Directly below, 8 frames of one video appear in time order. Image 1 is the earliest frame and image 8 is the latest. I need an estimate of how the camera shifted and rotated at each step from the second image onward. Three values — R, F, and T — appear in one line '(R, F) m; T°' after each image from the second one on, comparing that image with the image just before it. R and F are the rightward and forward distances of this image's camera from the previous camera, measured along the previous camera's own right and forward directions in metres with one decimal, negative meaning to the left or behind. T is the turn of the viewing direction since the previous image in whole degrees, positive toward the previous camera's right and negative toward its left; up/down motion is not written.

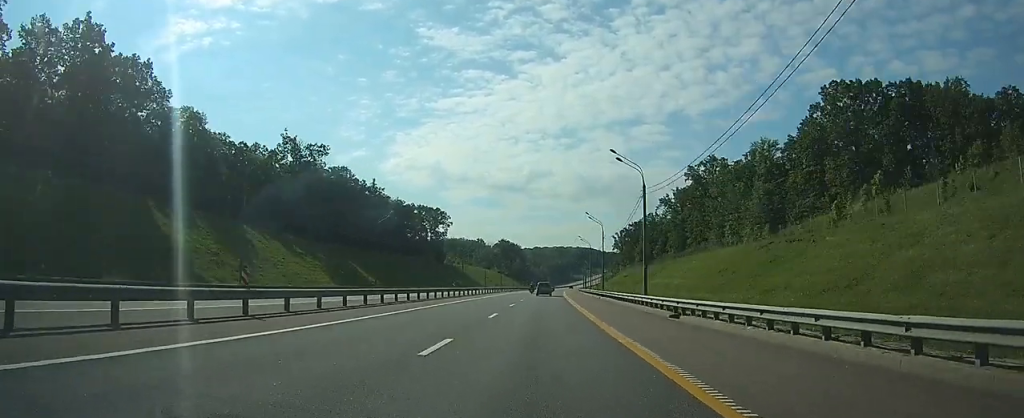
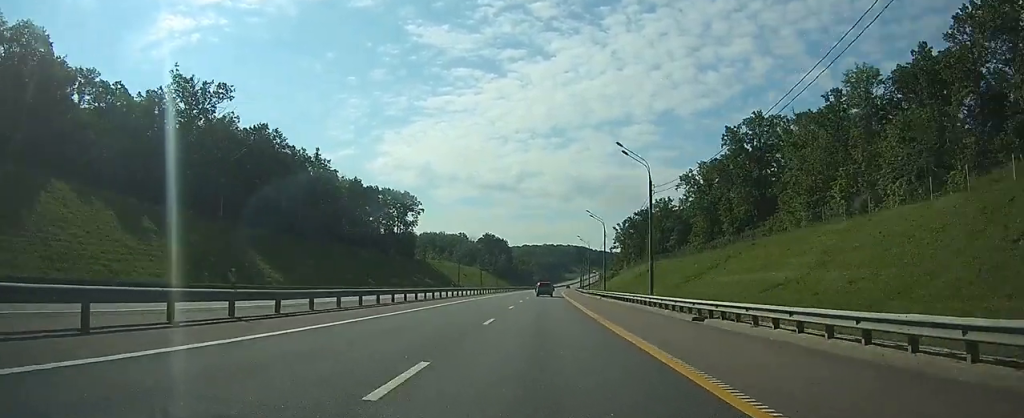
(0.0, +39.9) m; 0°
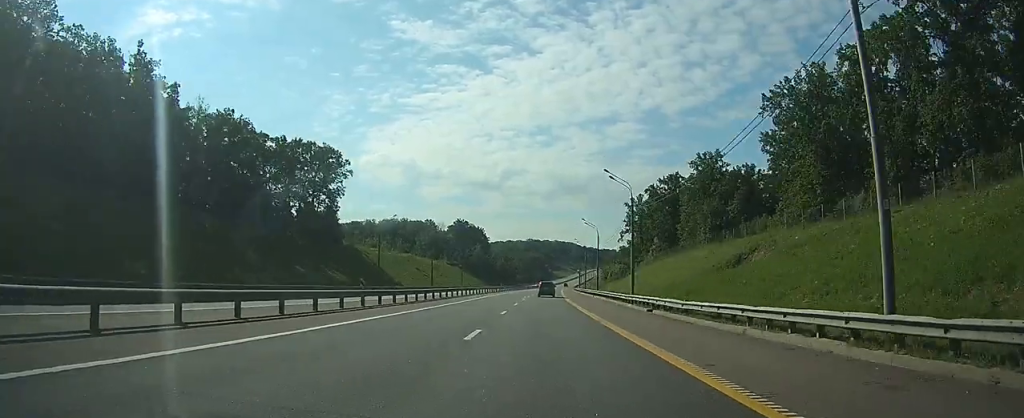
(+0.5, +65.7) m; +1°
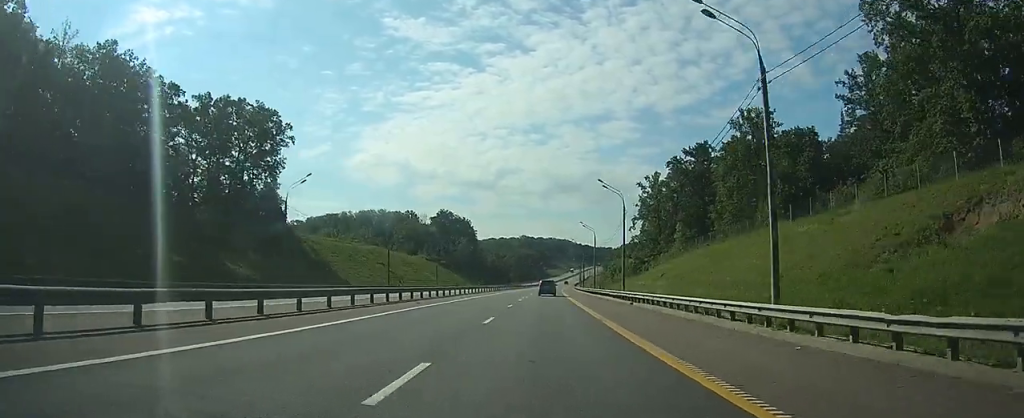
(+0.2, +31.5) m; +1°
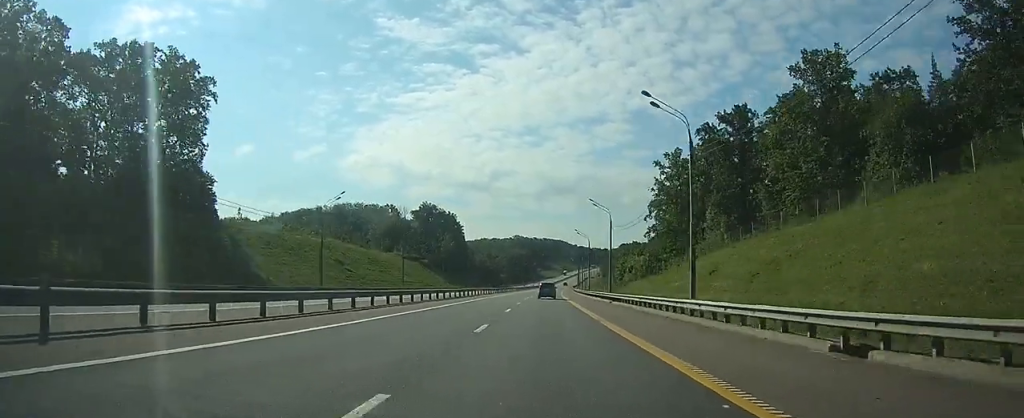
(+0.3, +26.8) m; +1°
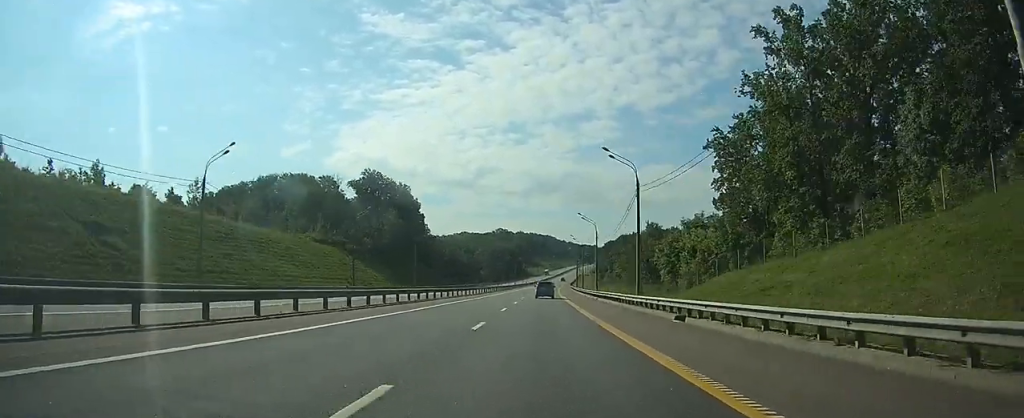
(+0.7, +60.2) m; +2°
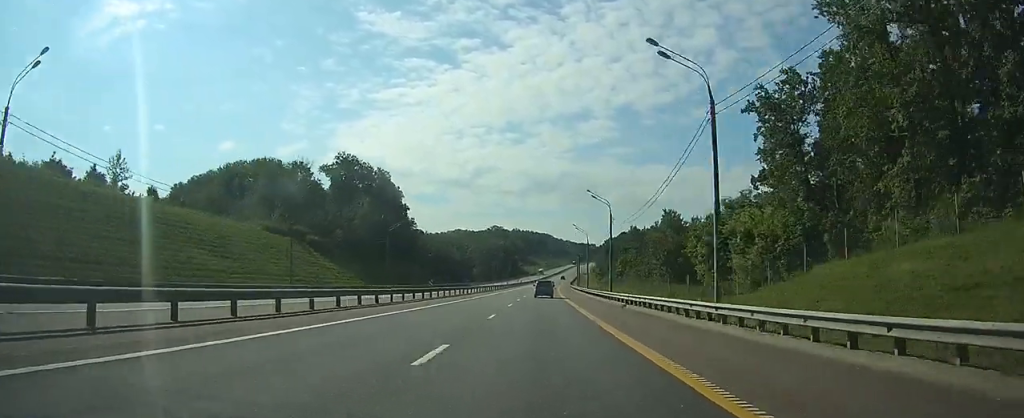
(+0.1, +19.5) m; +1°
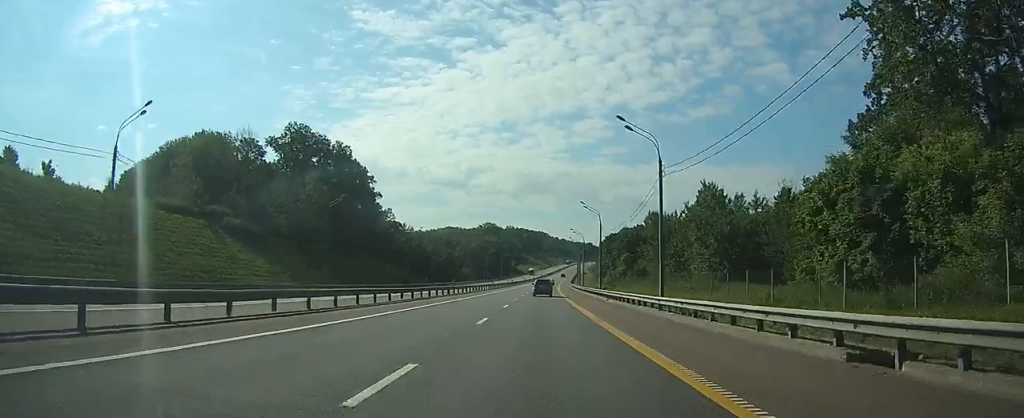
(+0.1, +27.5) m; +1°
